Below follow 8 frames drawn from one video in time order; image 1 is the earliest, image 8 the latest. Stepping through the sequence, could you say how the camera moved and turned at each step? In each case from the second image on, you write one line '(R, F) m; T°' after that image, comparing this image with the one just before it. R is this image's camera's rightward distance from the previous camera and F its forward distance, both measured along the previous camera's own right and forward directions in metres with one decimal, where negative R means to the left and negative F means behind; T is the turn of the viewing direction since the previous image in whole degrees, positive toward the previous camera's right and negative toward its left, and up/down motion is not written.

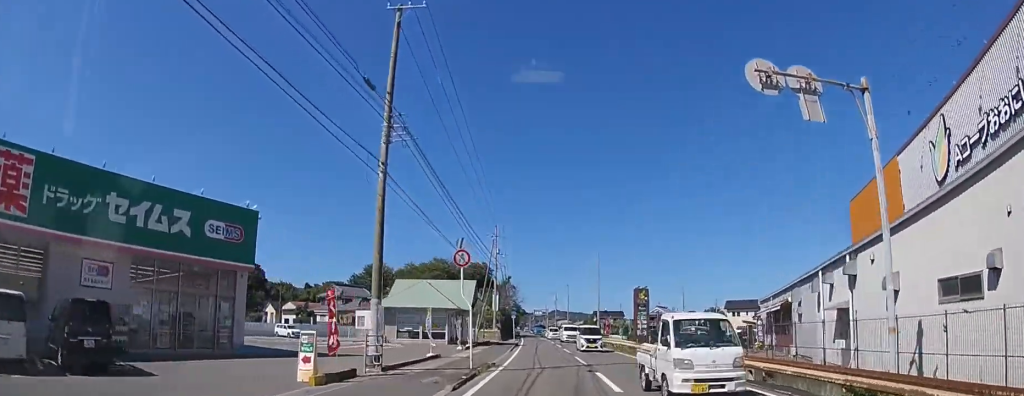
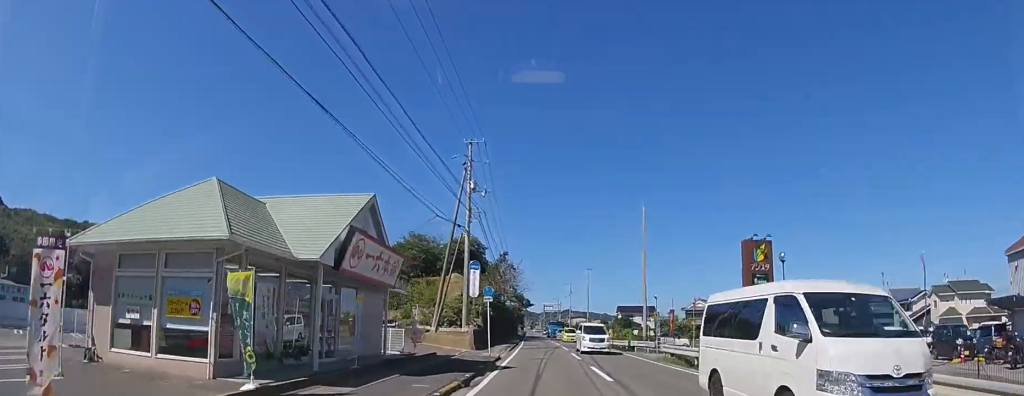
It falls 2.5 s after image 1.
(-0.5, +27.2) m; -2°
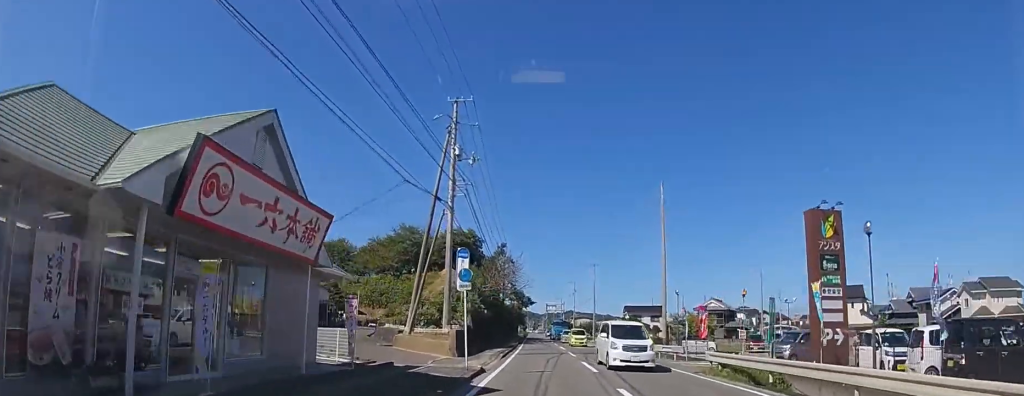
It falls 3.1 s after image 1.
(0.0, +6.7) m; 0°
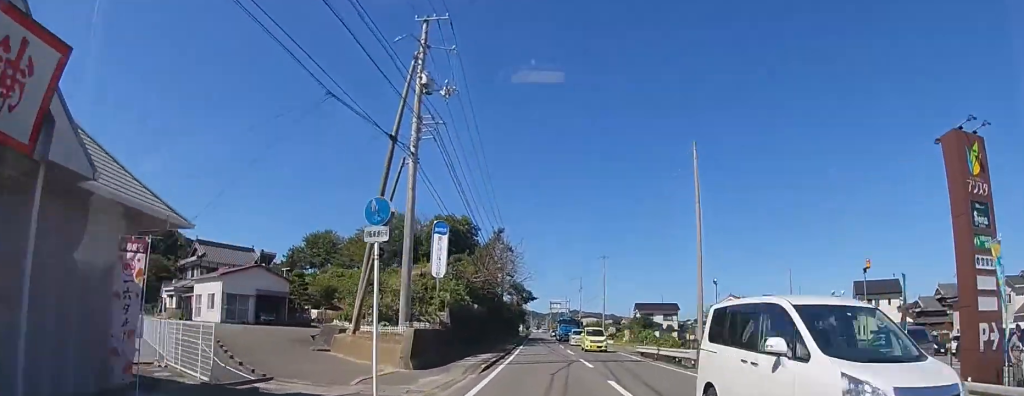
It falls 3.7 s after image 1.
(0.0, +7.6) m; 0°
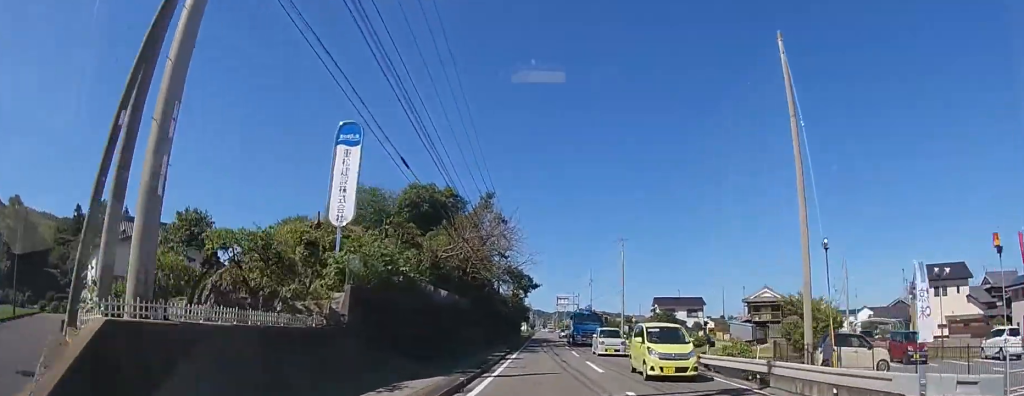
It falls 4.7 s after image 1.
(0.0, +12.4) m; 0°
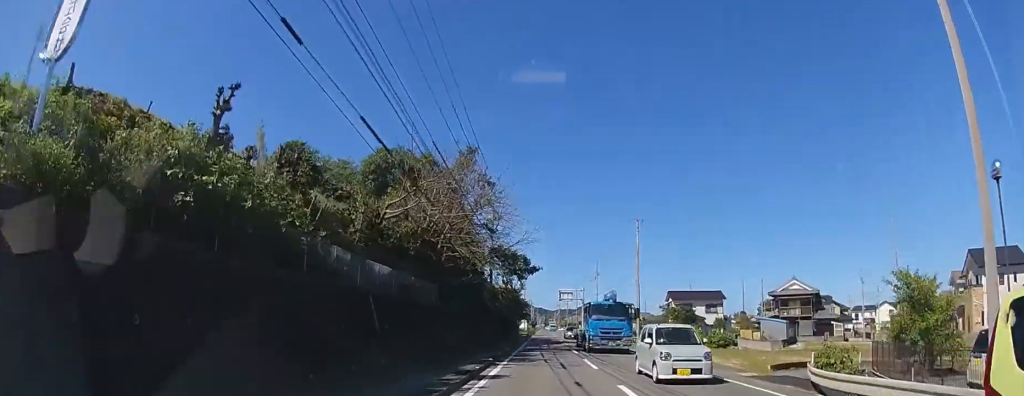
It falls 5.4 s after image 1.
(-0.1, +9.0) m; -1°
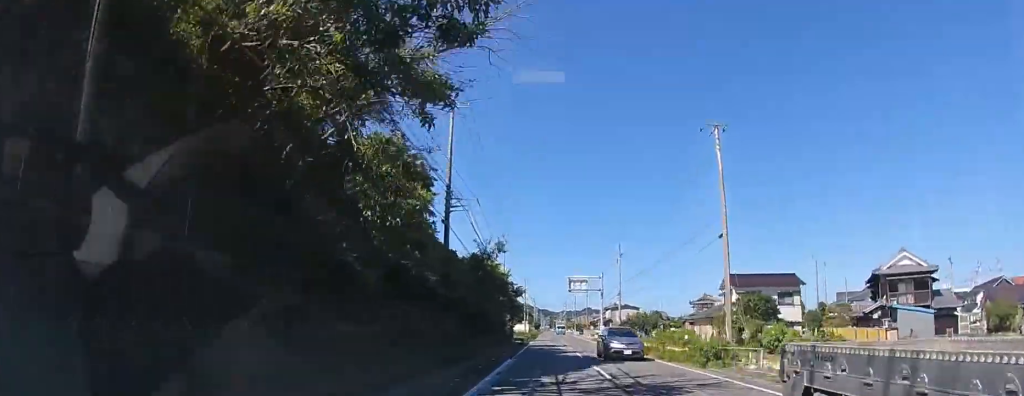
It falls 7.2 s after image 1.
(-0.3, +23.4) m; -1°
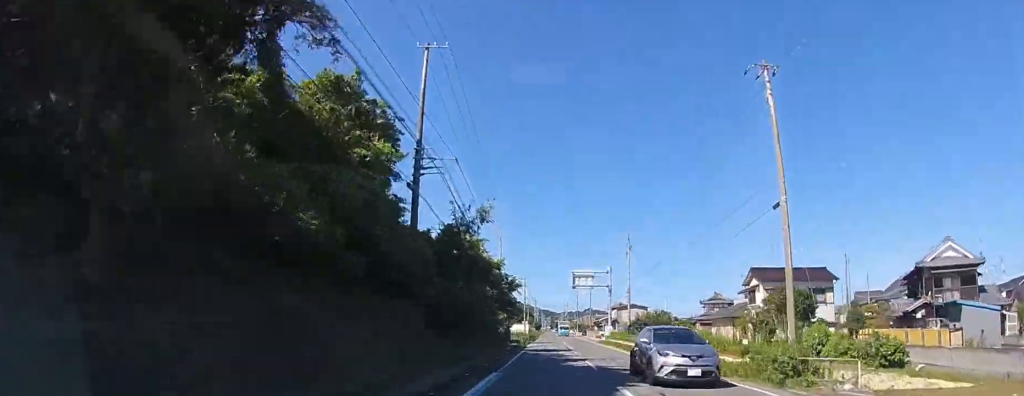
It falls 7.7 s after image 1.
(0.0, +6.3) m; 0°
